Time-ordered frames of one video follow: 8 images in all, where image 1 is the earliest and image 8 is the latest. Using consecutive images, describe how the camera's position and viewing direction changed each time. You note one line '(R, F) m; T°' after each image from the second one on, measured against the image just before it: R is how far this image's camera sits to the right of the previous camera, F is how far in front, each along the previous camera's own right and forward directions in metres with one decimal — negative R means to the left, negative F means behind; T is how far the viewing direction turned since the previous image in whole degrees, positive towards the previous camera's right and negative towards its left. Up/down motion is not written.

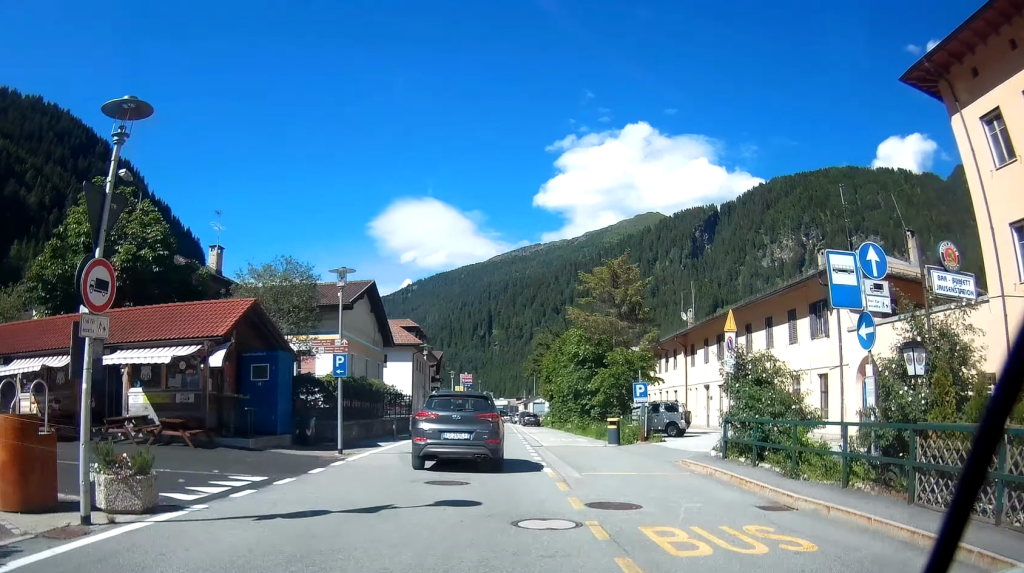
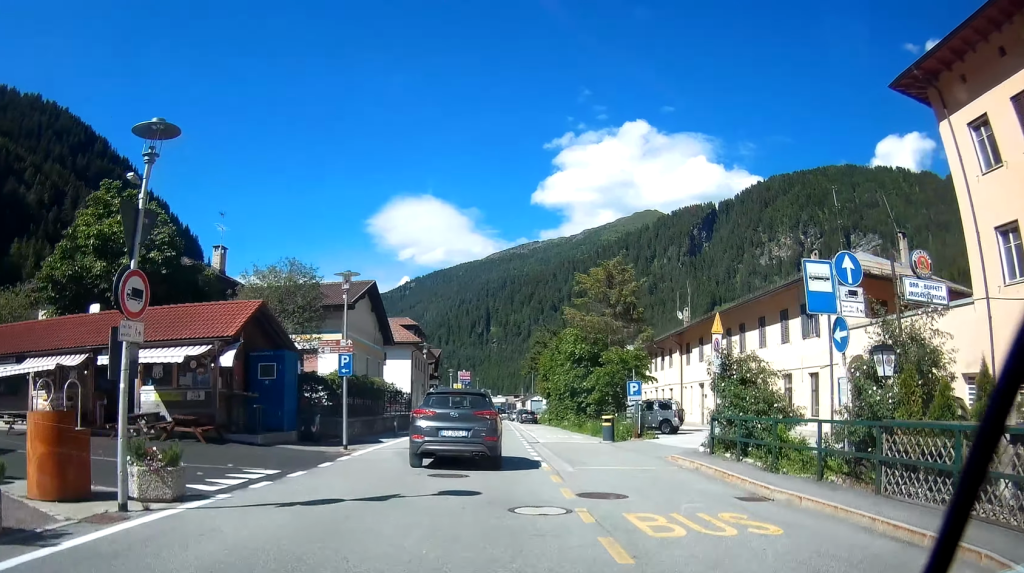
(0.0, +4.3) m; -1°
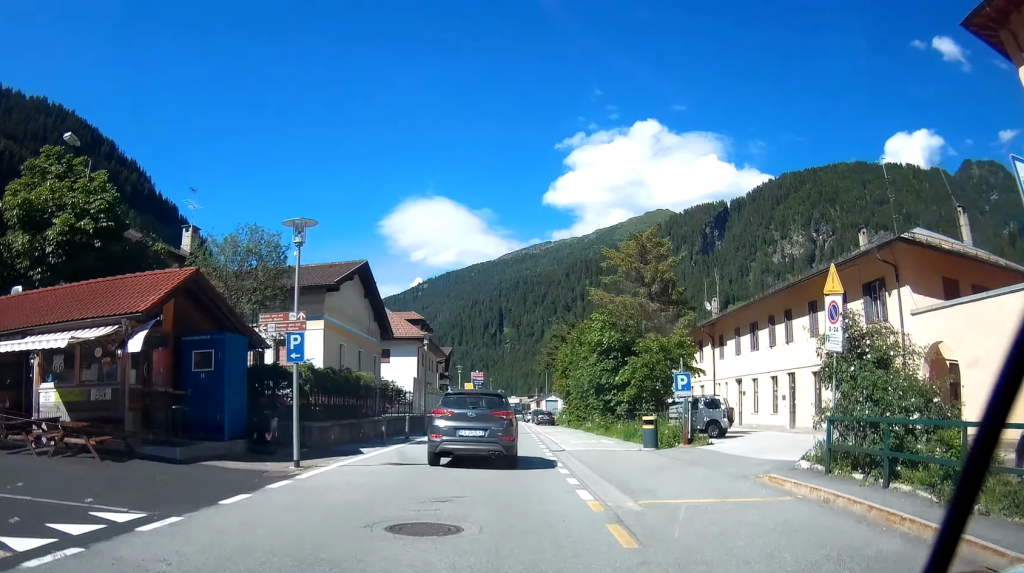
(-0.1, +5.2) m; -1°
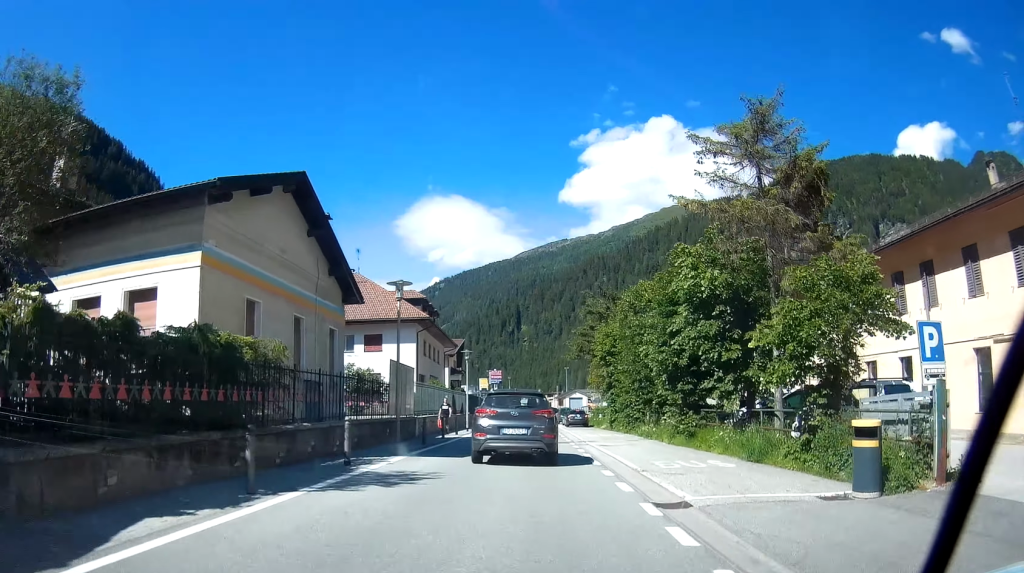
(-0.2, +11.7) m; -1°
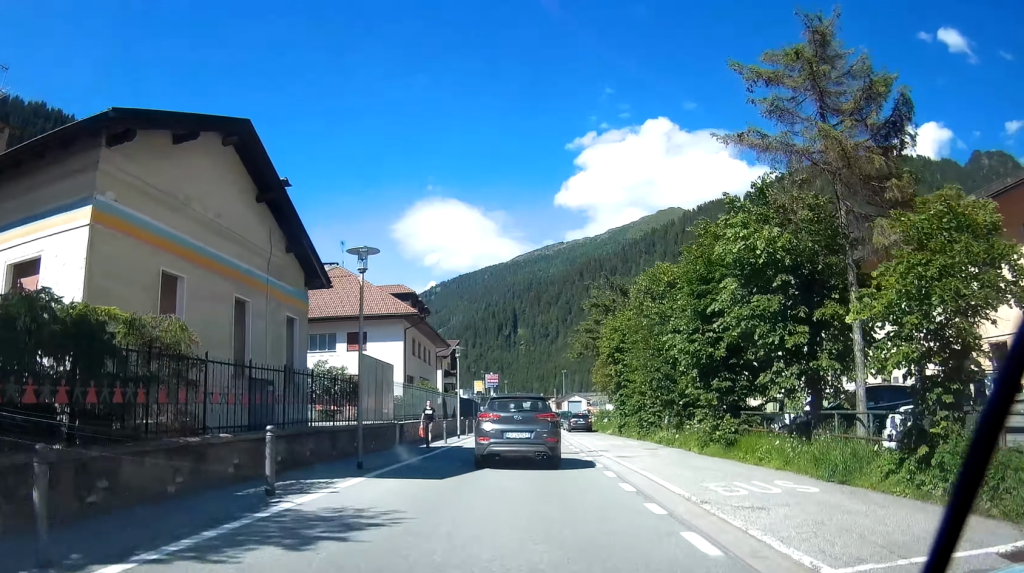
(0.0, +2.9) m; 0°
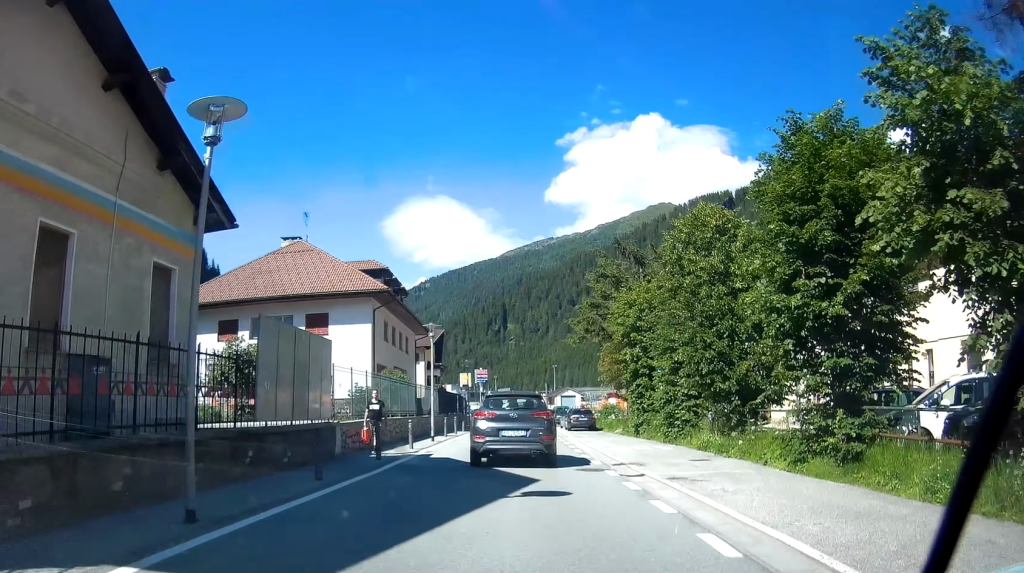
(0.0, +3.9) m; 0°
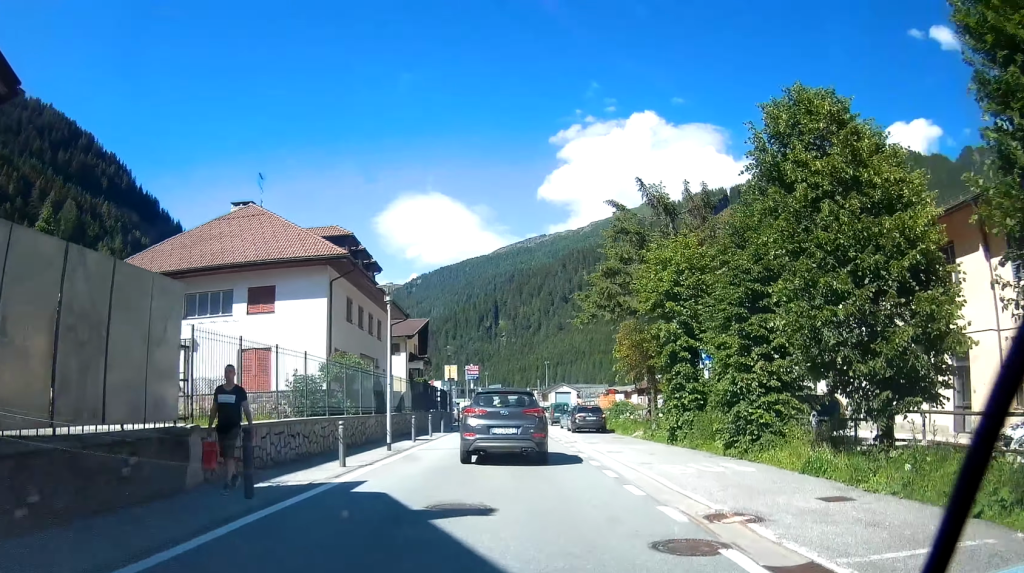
(0.0, +6.6) m; 0°
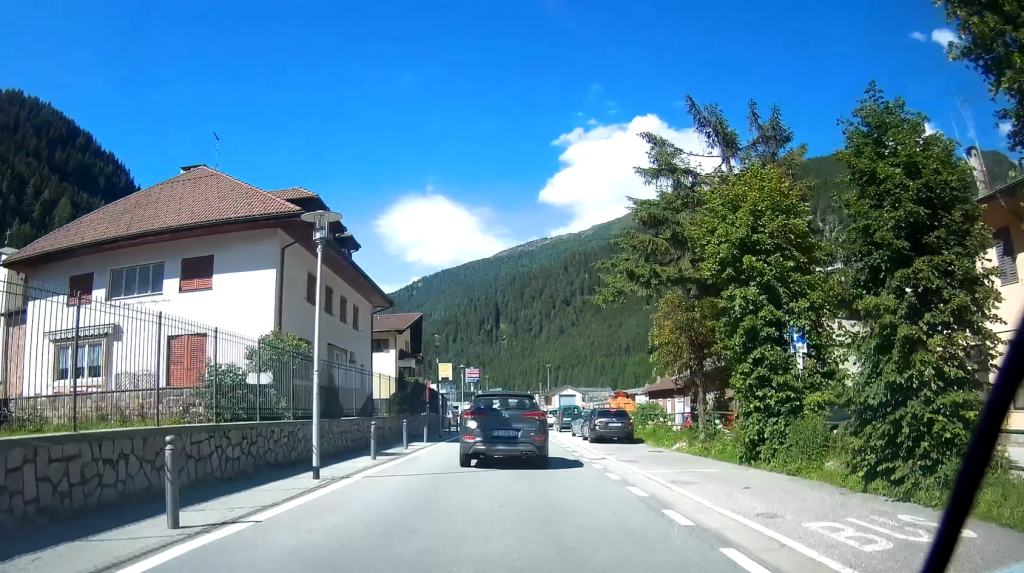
(0.0, +6.9) m; 0°
